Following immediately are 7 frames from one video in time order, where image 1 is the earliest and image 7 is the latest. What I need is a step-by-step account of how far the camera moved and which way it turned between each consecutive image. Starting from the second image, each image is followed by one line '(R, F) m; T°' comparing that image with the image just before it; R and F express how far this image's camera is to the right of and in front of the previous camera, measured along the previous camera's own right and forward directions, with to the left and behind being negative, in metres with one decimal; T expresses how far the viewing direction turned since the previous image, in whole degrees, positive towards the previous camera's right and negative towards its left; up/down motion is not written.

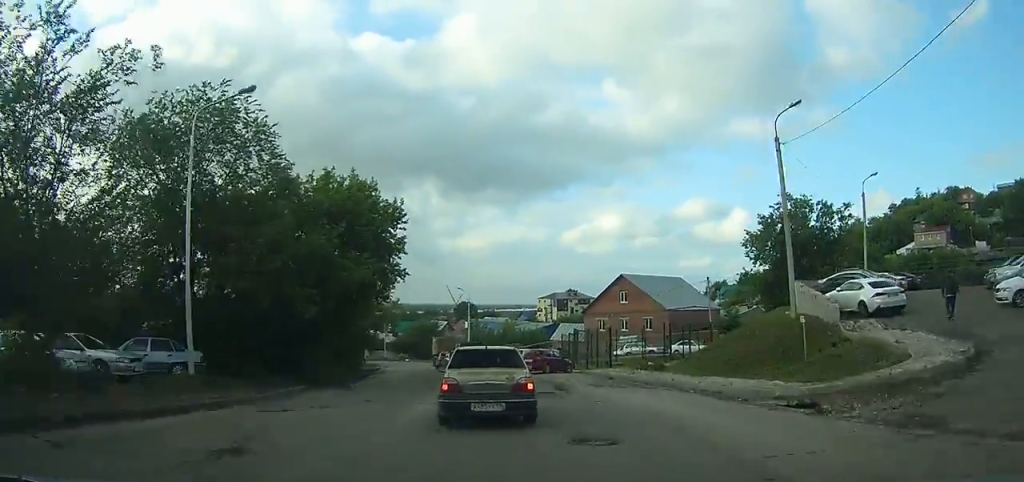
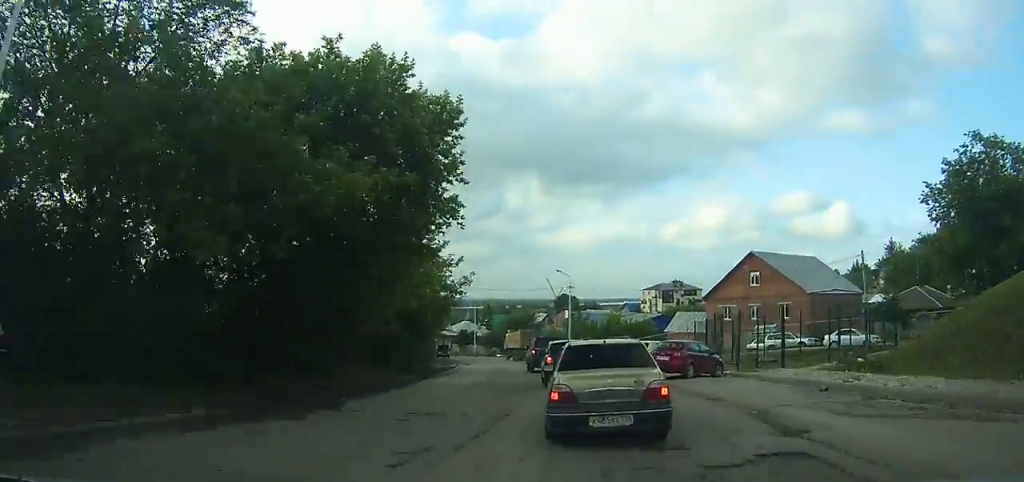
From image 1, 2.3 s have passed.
(-0.7, +10.2) m; -4°
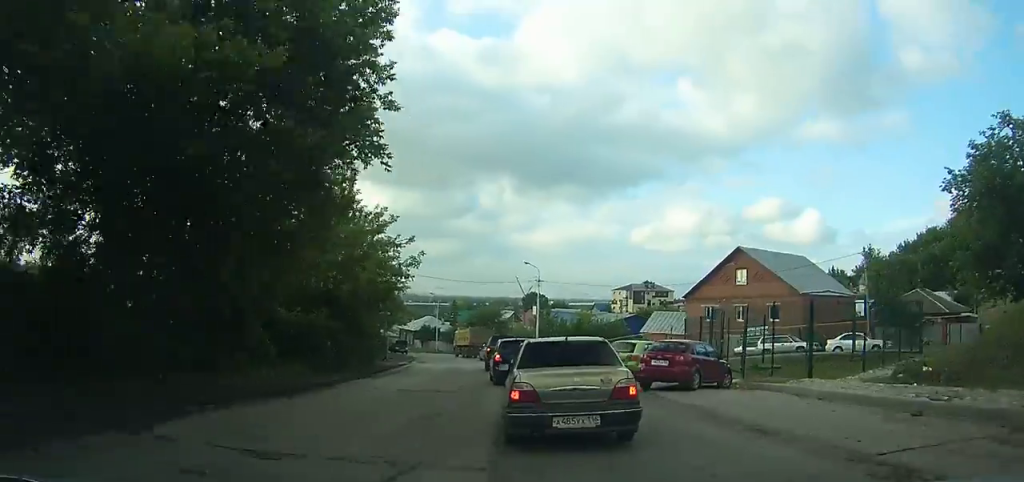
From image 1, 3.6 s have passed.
(-0.1, +5.8) m; -2°
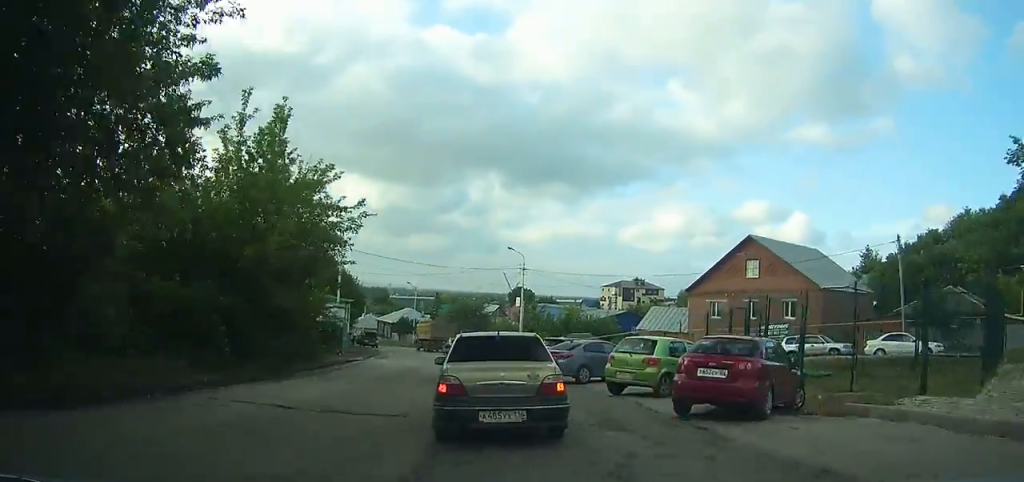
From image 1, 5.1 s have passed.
(0.0, +6.8) m; -2°
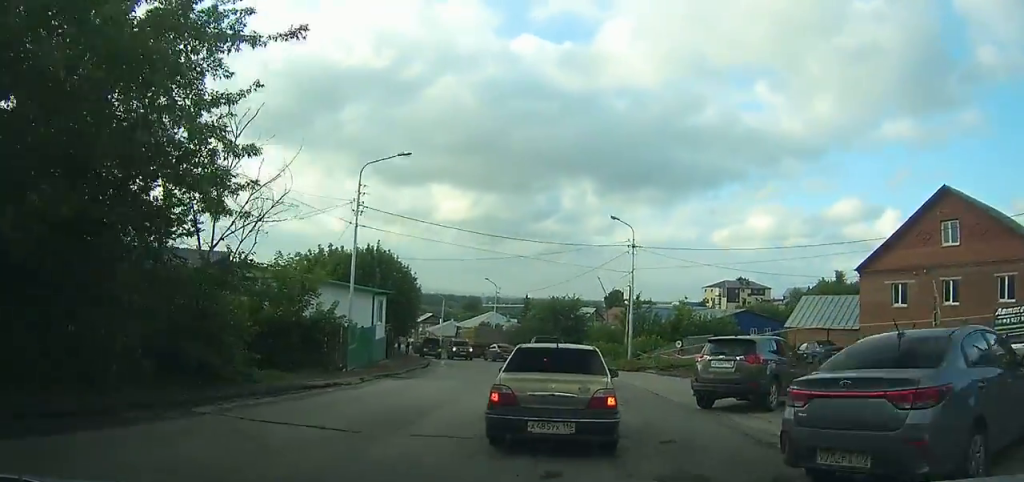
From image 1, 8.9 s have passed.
(-0.6, +16.8) m; -4°
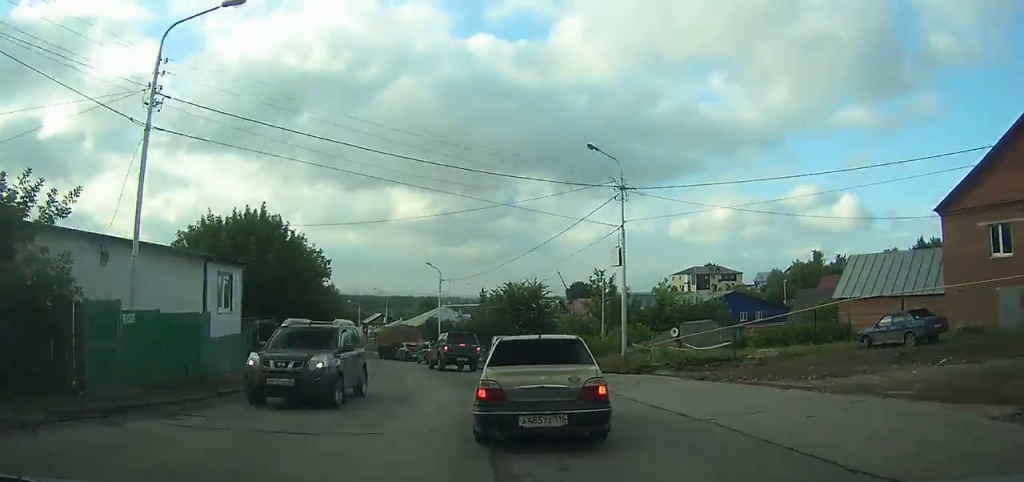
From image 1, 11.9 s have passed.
(-0.2, +12.5) m; -1°
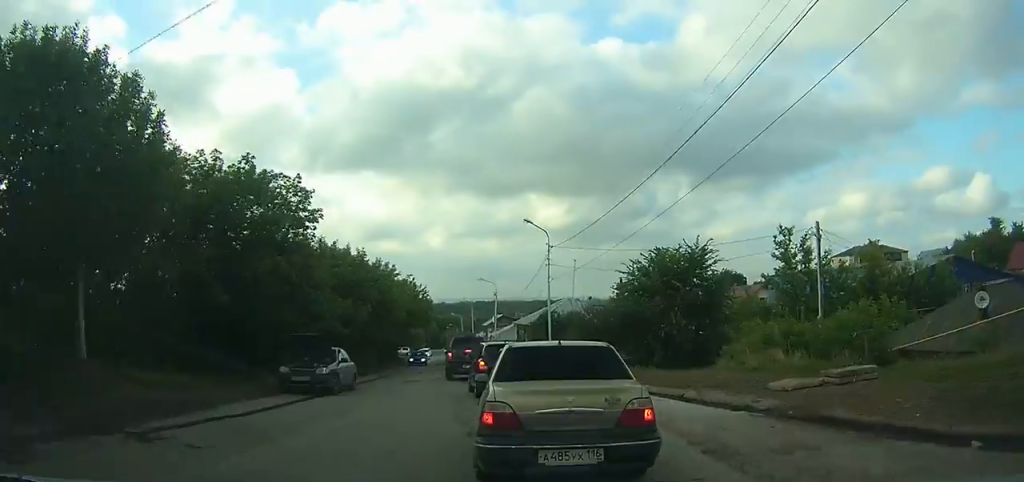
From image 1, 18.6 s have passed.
(-1.0, +22.7) m; -10°
